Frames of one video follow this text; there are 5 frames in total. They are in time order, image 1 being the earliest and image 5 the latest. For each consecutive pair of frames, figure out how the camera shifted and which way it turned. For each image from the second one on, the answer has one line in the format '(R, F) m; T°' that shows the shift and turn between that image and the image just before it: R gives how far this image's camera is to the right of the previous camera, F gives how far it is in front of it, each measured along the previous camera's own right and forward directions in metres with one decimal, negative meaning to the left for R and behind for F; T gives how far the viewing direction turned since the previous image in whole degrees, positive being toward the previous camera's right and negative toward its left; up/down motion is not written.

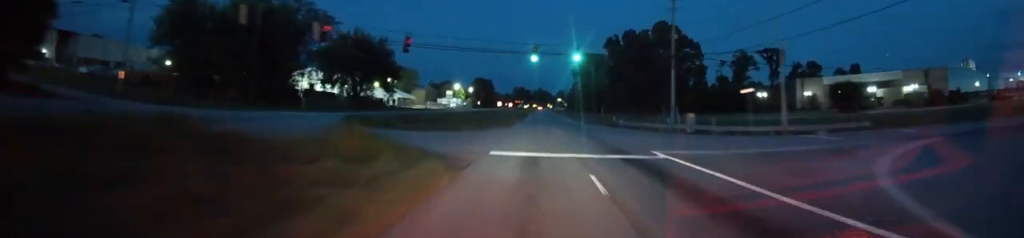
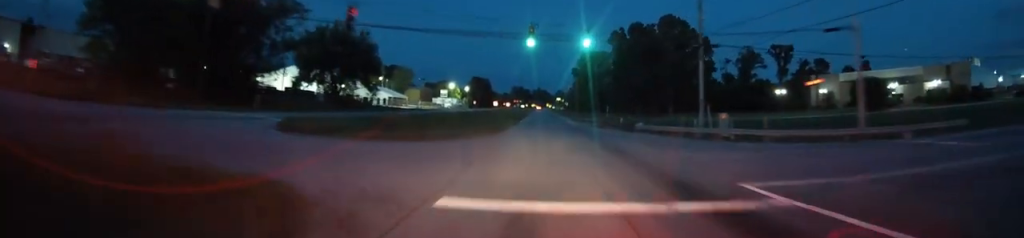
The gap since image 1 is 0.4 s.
(0.0, +10.8) m; 0°
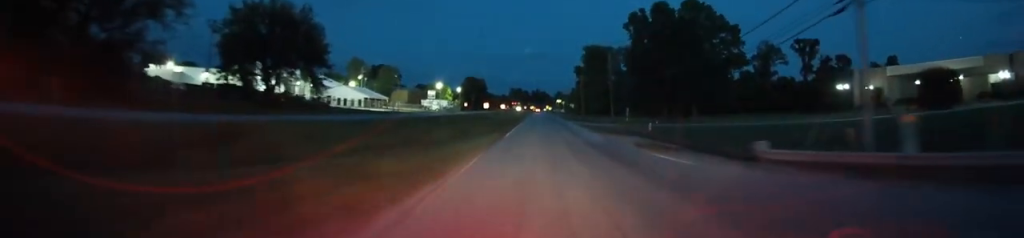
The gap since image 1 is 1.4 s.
(-0.1, +25.0) m; 0°
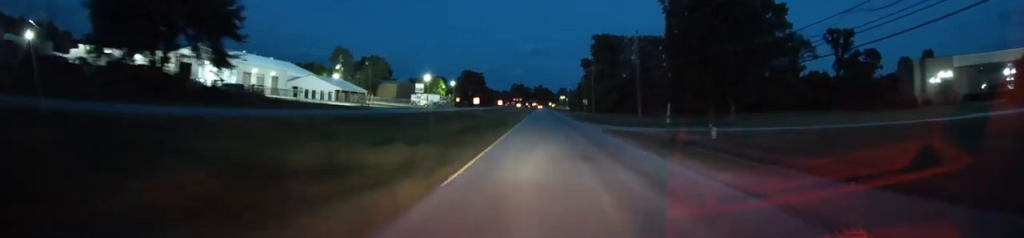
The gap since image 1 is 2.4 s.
(0.0, +24.8) m; 0°
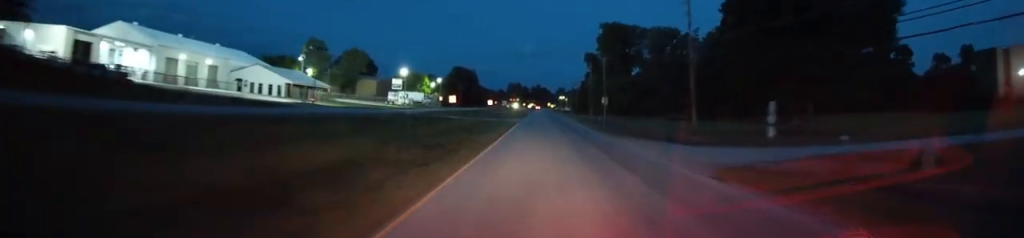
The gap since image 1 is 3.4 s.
(0.0, +27.1) m; 0°
